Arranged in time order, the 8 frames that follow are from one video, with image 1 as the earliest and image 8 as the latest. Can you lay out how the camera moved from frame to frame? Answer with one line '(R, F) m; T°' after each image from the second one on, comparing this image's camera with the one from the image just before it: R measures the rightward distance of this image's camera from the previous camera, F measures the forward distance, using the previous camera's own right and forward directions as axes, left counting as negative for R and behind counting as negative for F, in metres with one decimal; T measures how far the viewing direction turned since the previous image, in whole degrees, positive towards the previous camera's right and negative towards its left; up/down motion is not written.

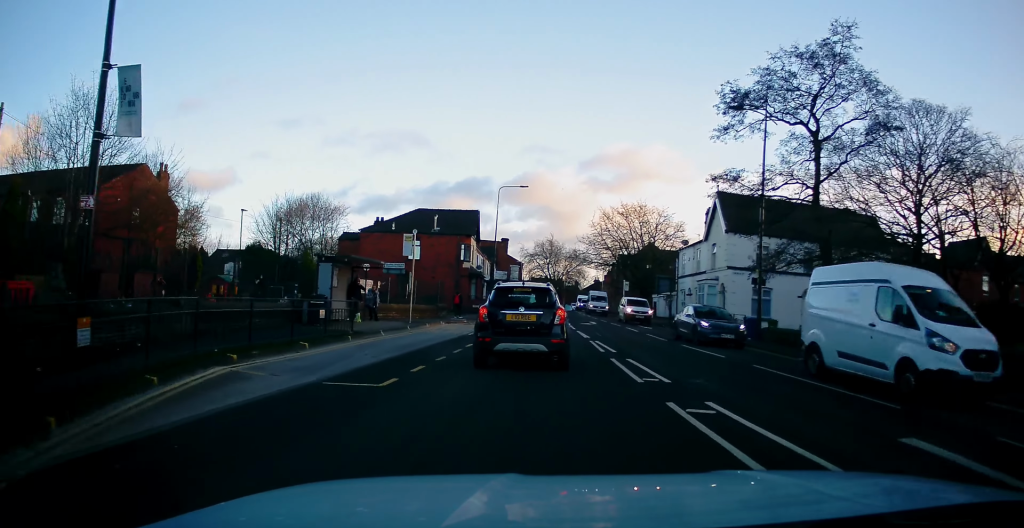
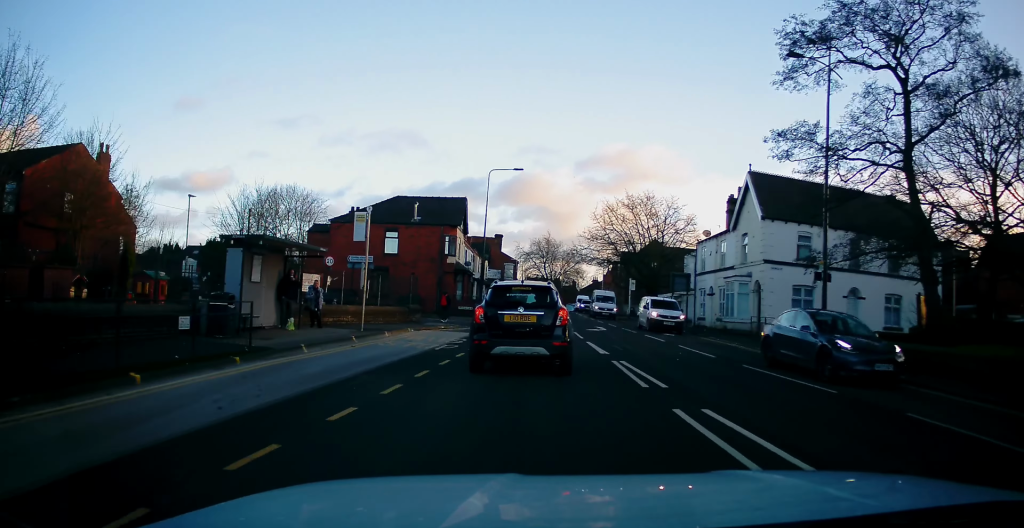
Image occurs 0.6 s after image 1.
(0.0, +6.4) m; 0°
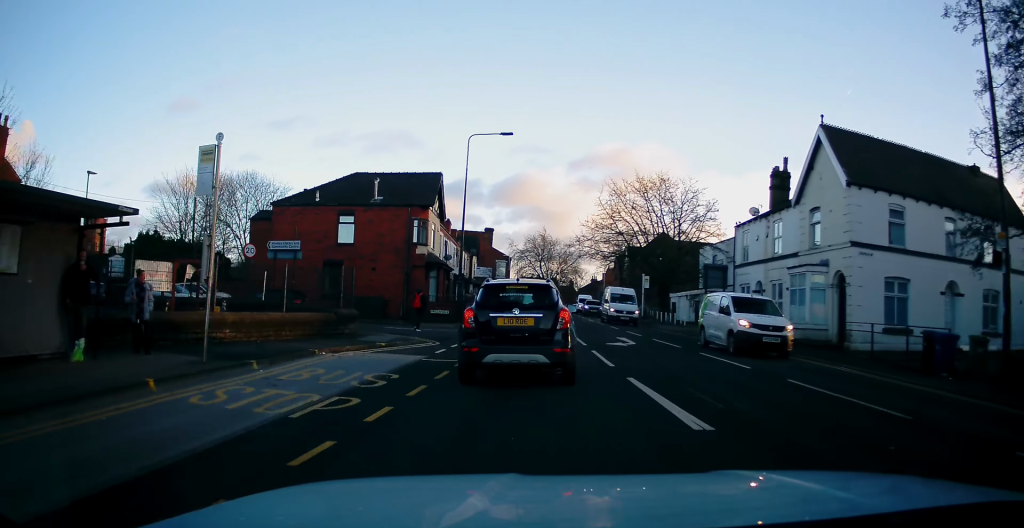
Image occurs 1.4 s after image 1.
(0.0, +9.0) m; +1°
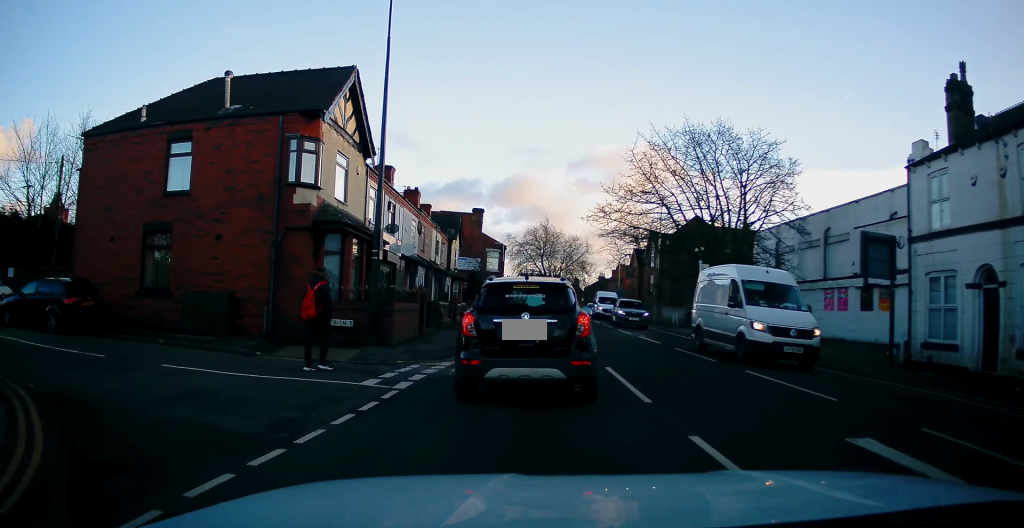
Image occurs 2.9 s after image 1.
(+0.4, +16.8) m; +1°
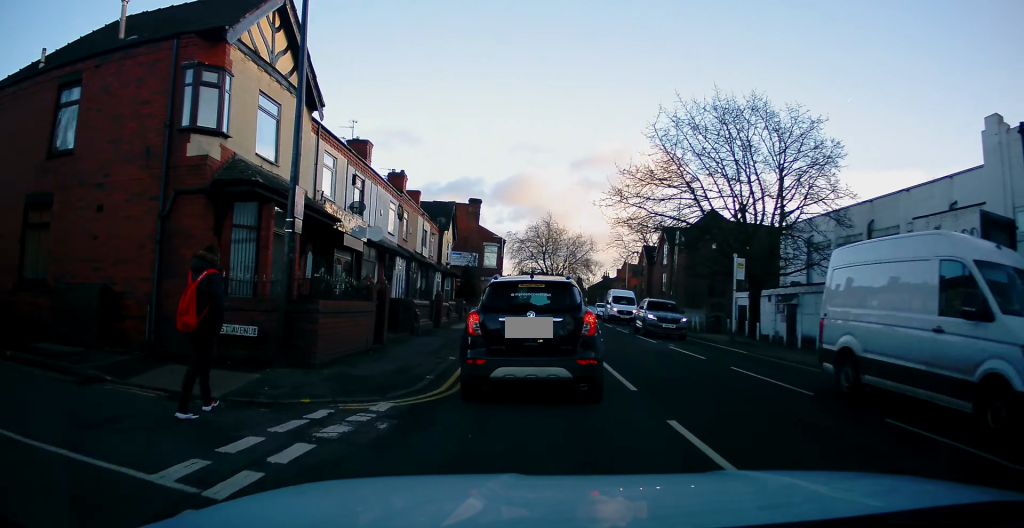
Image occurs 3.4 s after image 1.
(0.0, +5.2) m; -2°
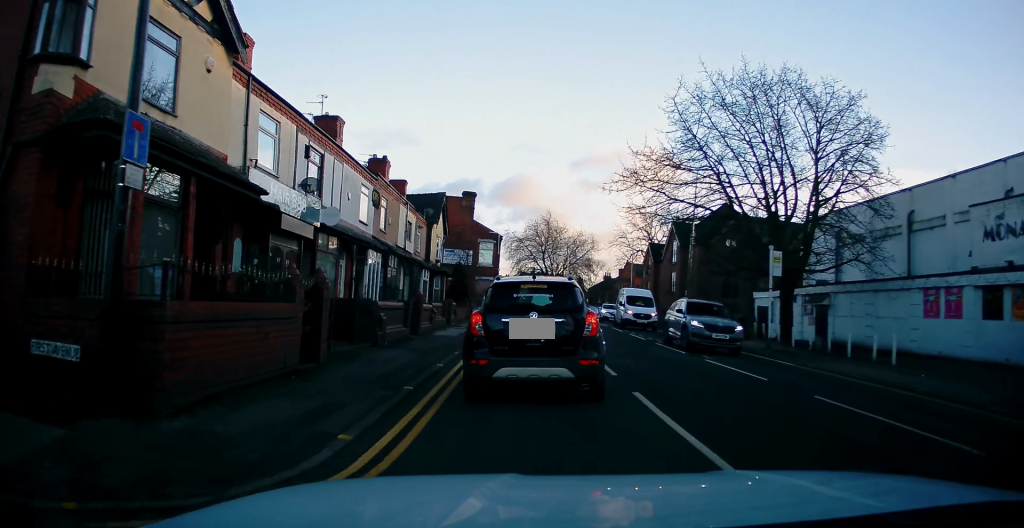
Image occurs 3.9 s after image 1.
(0.0, +4.4) m; -1°
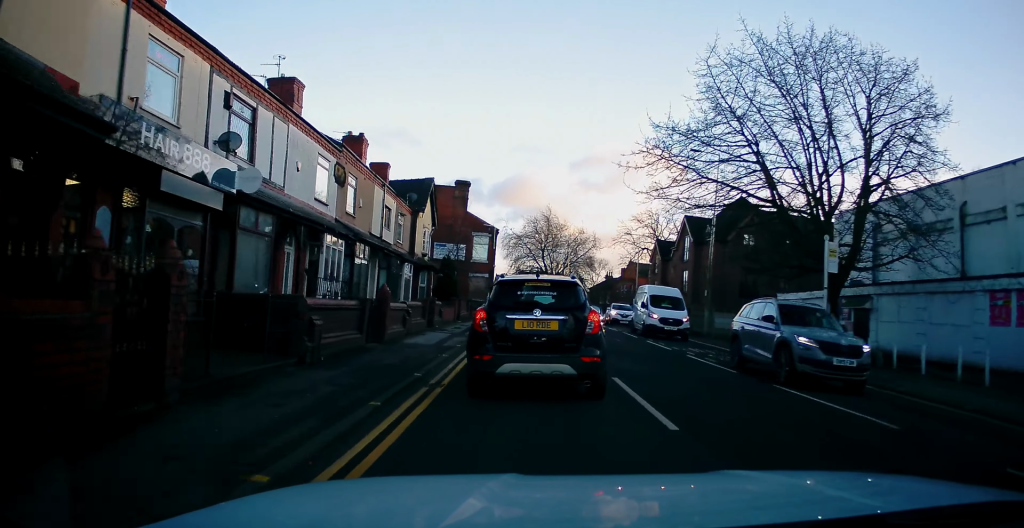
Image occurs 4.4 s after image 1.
(-0.3, +4.6) m; +1°
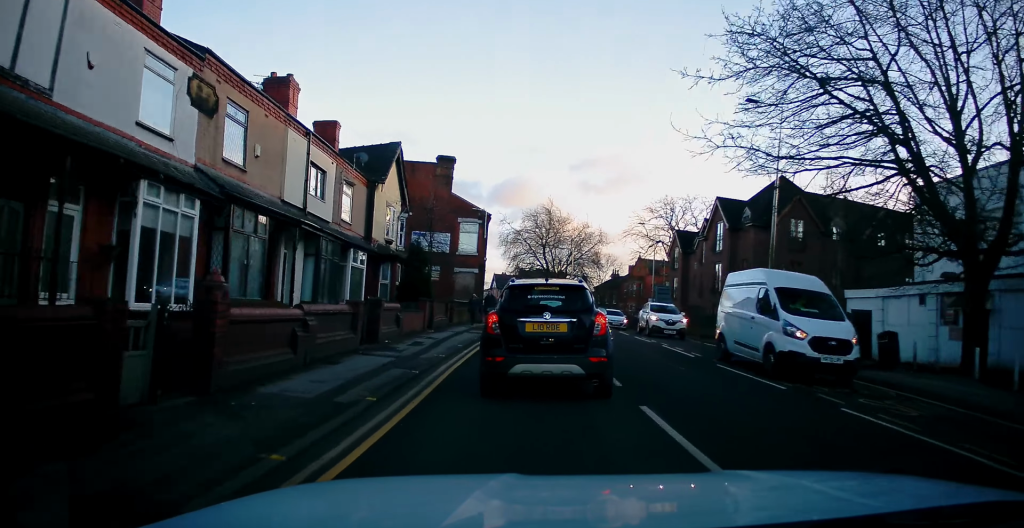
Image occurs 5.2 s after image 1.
(+0.2, +8.6) m; +1°
